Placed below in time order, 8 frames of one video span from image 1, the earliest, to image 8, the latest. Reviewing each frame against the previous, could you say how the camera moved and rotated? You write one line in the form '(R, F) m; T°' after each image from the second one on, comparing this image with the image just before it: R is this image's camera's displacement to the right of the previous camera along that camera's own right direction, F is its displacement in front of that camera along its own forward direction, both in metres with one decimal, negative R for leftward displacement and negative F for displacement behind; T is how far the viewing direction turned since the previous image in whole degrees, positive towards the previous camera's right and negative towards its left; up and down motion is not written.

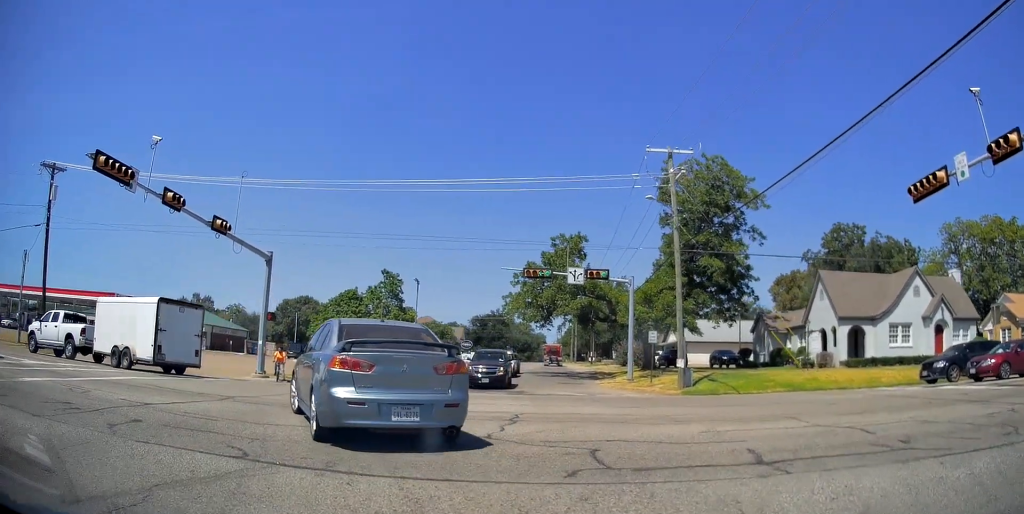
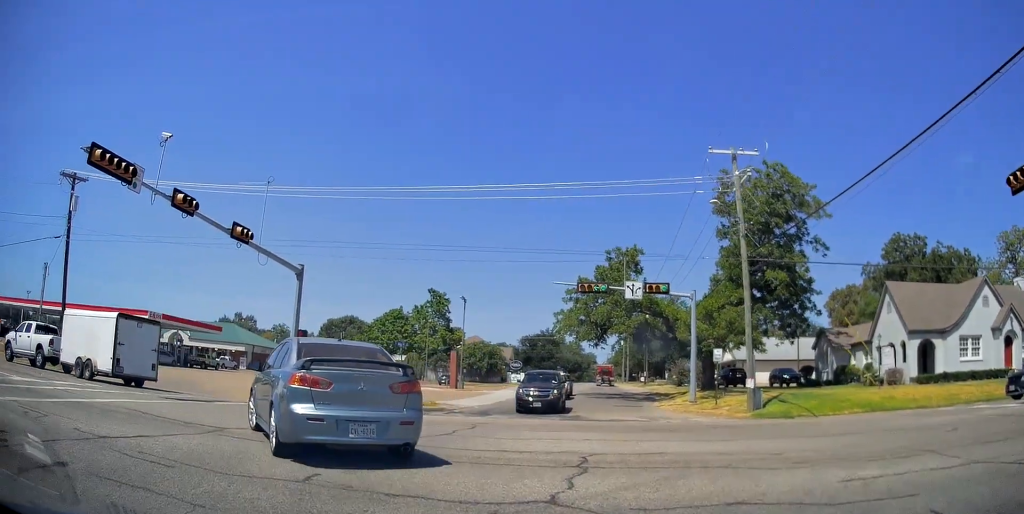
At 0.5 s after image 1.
(0.0, +3.4) m; -4°
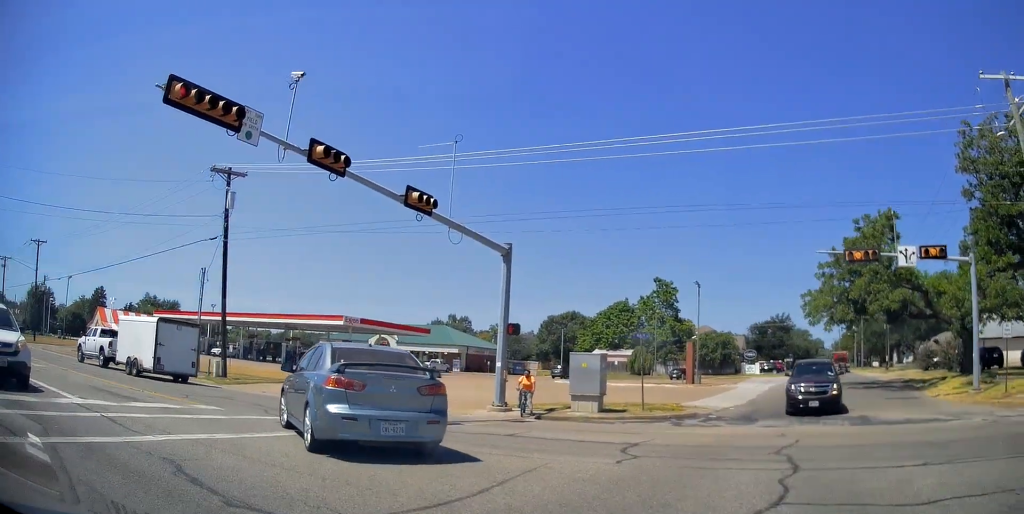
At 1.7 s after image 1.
(-0.6, +5.0) m; -19°
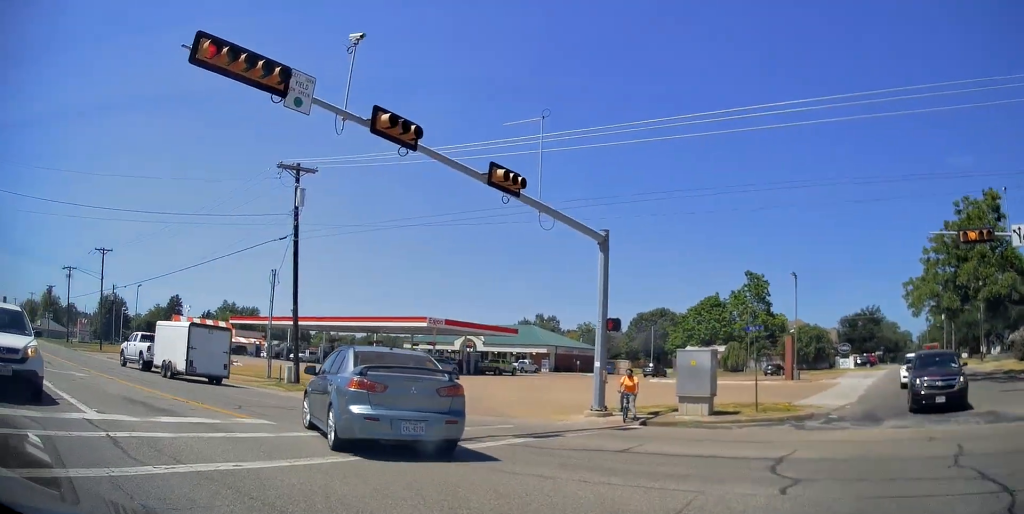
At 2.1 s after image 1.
(-0.2, +1.8) m; -6°
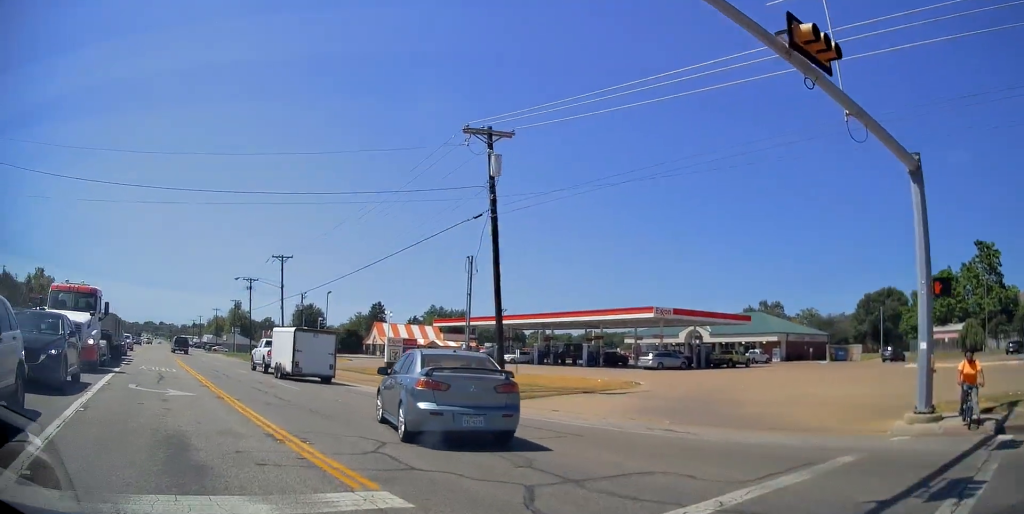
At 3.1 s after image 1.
(-0.8, +5.6) m; -14°
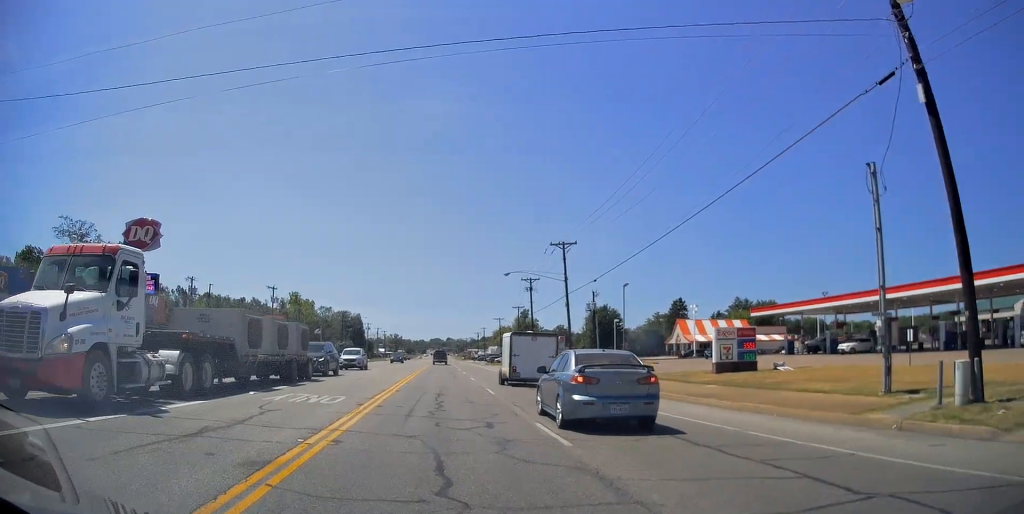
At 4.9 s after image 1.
(-3.0, +12.9) m; -26°
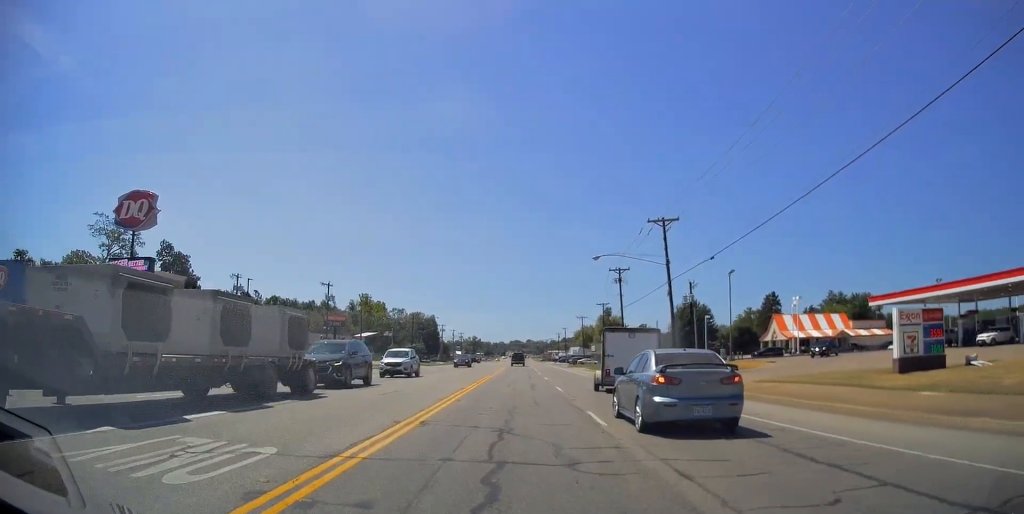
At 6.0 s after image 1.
(-1.0, +9.3) m; -10°
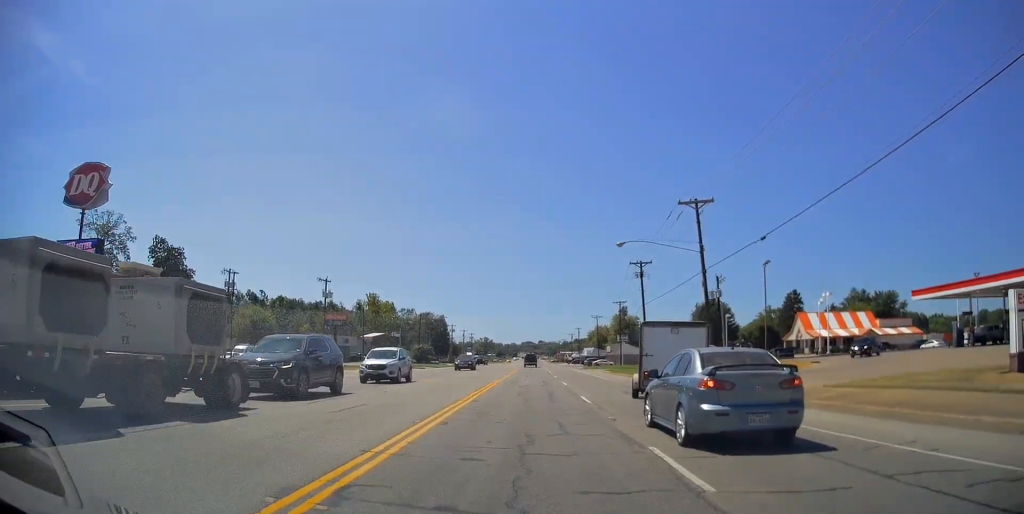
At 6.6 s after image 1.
(-0.3, +6.0) m; -2°
